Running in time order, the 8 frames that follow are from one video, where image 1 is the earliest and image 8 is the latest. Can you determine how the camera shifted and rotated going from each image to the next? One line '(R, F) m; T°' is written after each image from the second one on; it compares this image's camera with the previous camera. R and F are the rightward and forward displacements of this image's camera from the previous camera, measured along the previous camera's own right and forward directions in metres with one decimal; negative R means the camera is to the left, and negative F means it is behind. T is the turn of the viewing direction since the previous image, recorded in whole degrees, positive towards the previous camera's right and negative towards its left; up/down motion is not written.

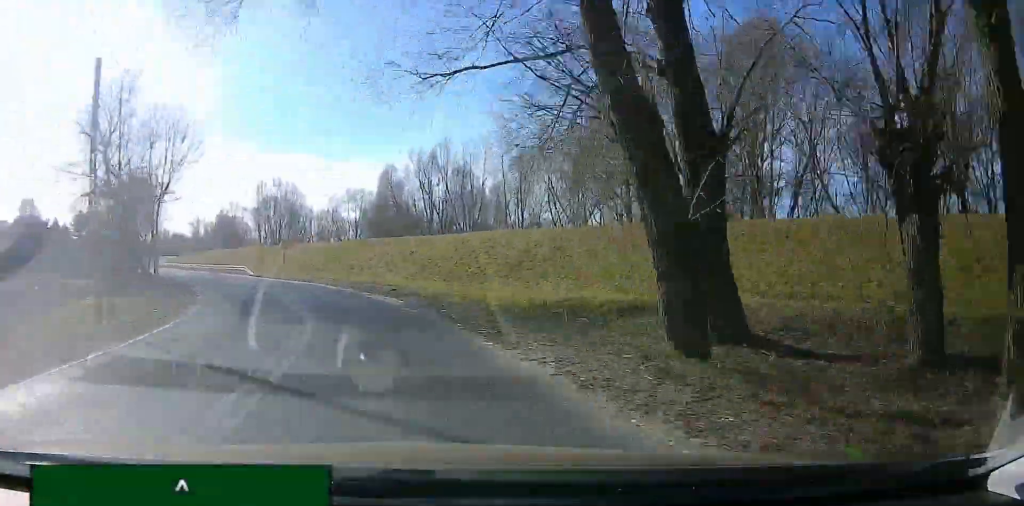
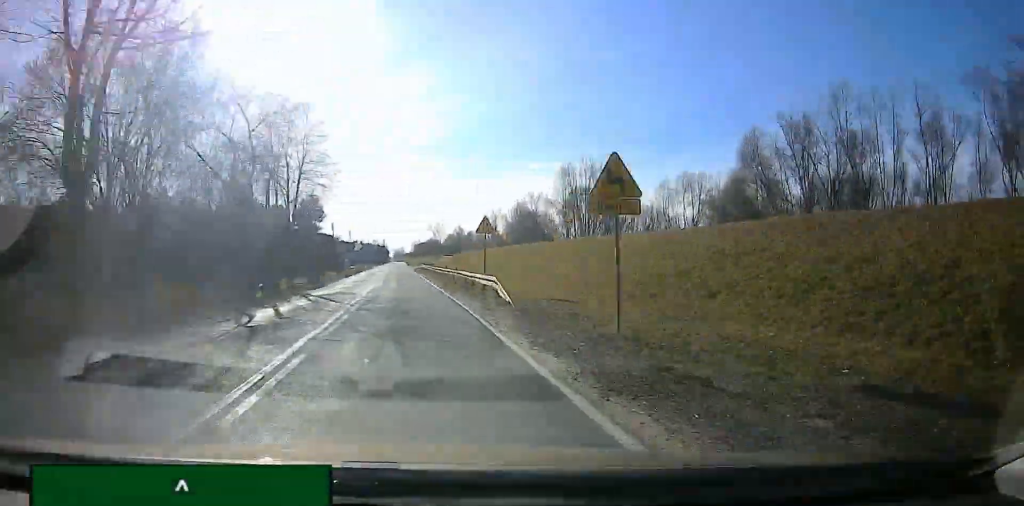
(-2.8, +12.0) m; -24°
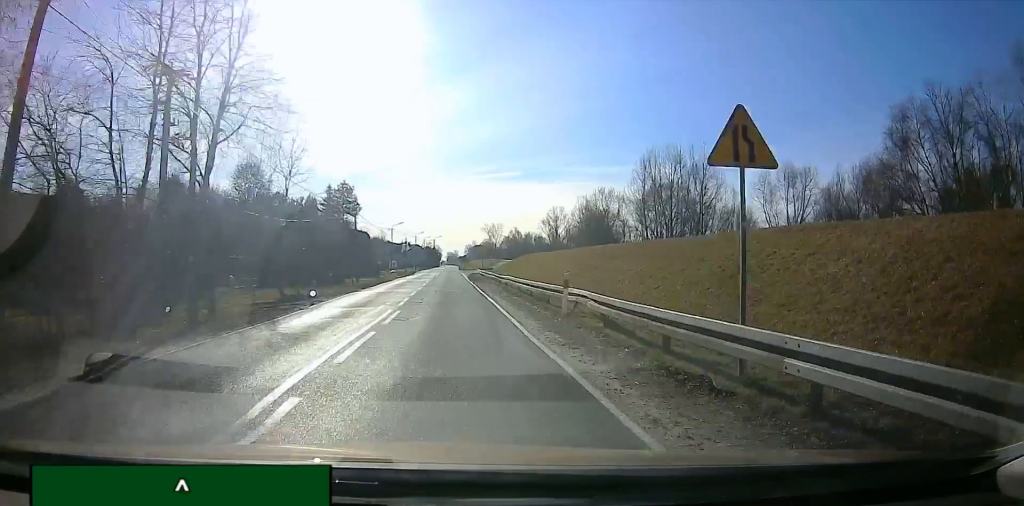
(-1.3, +7.6) m; -10°
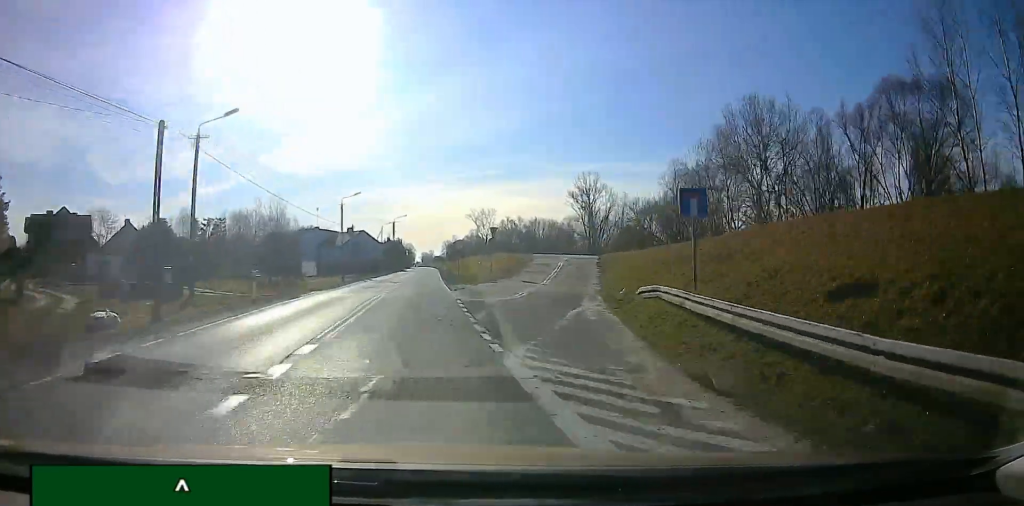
(+2.5, +53.4) m; +17°
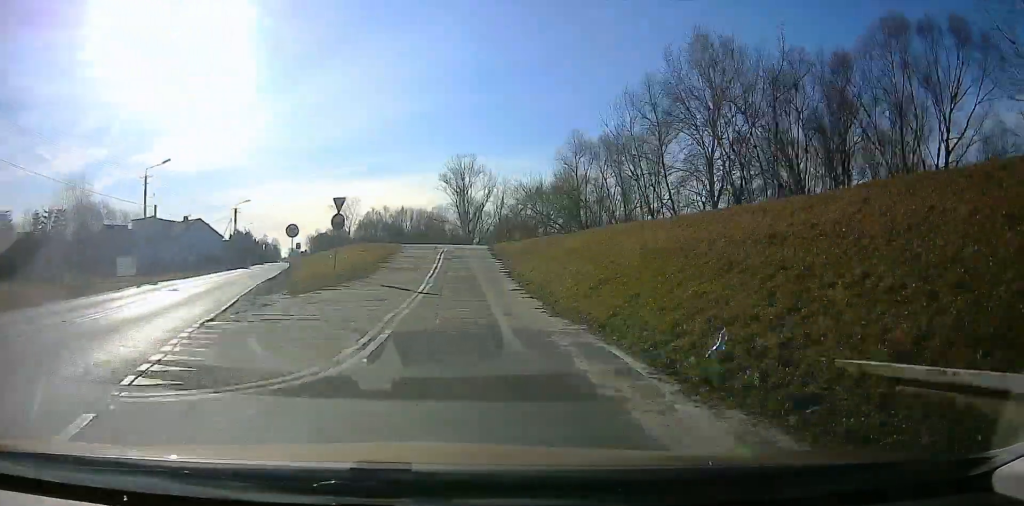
(+1.7, +14.5) m; +14°
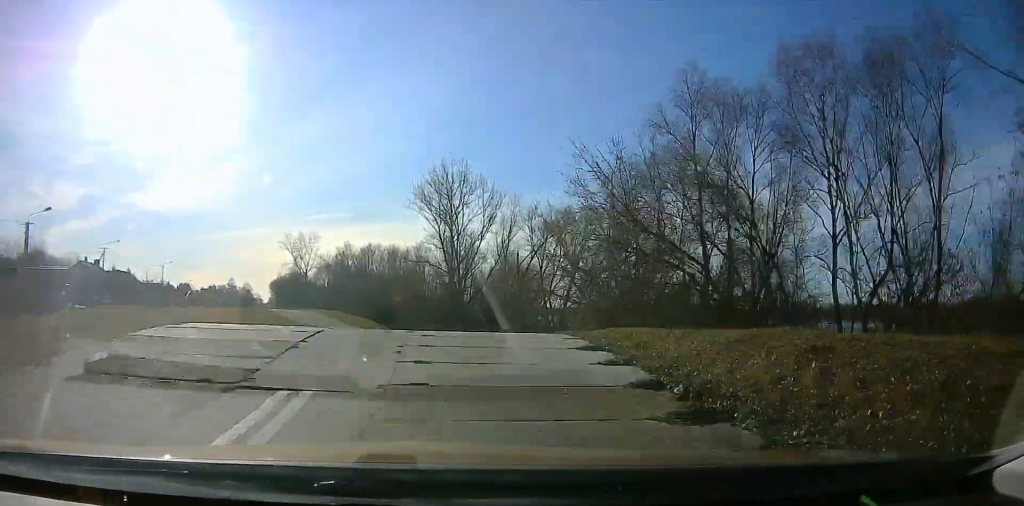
(+6.6, +33.7) m; +13°
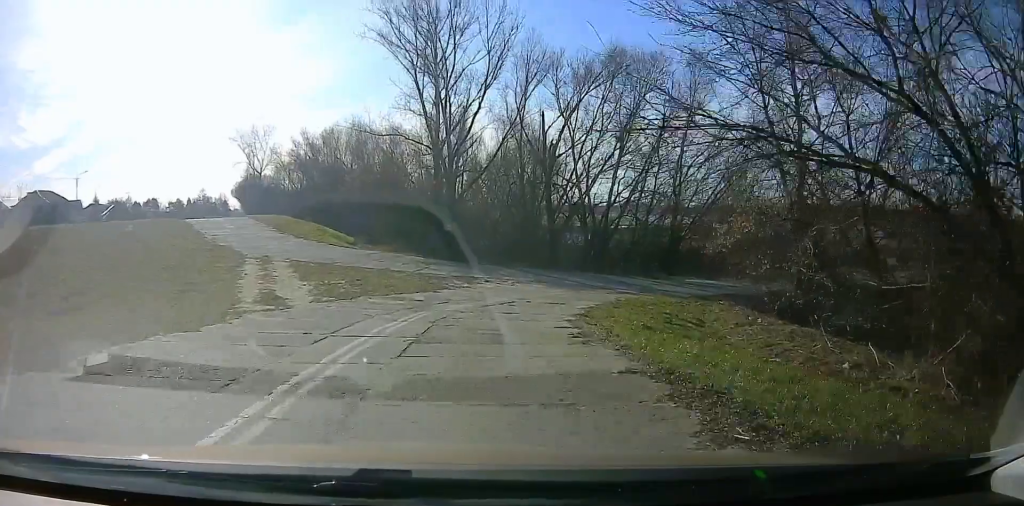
(0.0, +25.4) m; 0°
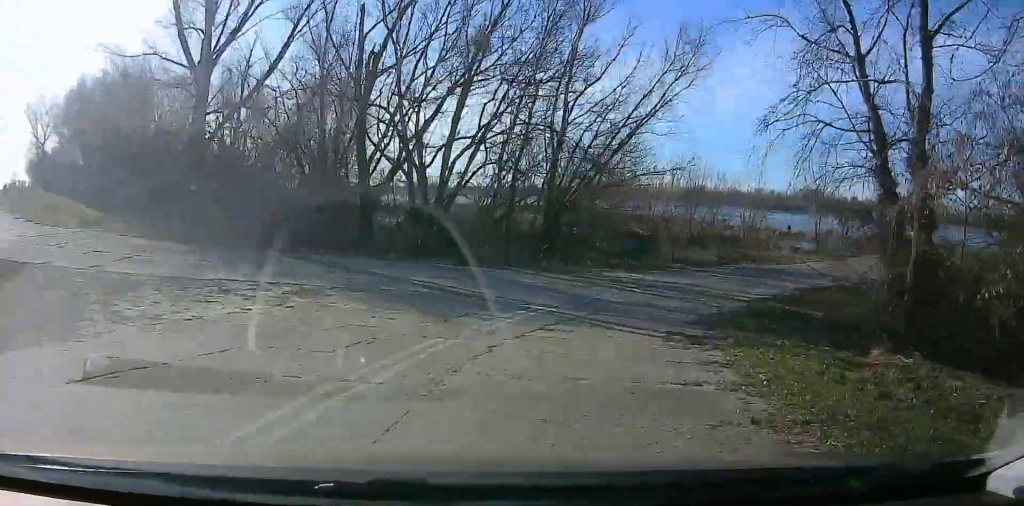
(0.0, +18.2) m; 0°
